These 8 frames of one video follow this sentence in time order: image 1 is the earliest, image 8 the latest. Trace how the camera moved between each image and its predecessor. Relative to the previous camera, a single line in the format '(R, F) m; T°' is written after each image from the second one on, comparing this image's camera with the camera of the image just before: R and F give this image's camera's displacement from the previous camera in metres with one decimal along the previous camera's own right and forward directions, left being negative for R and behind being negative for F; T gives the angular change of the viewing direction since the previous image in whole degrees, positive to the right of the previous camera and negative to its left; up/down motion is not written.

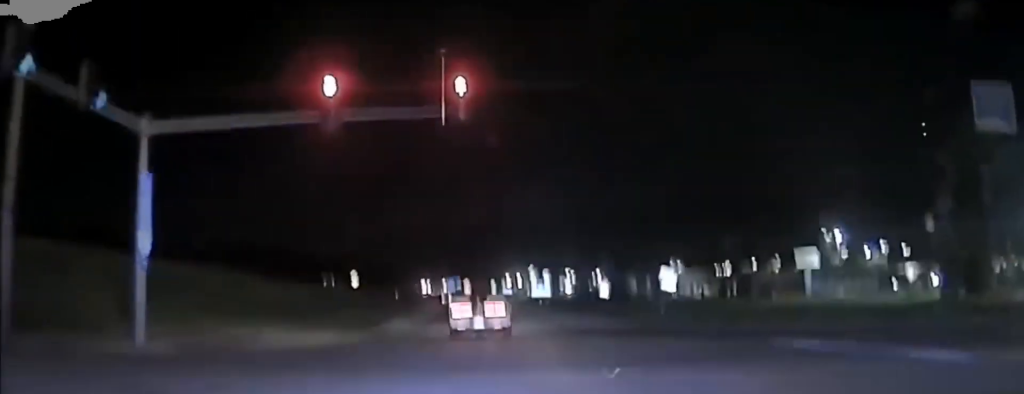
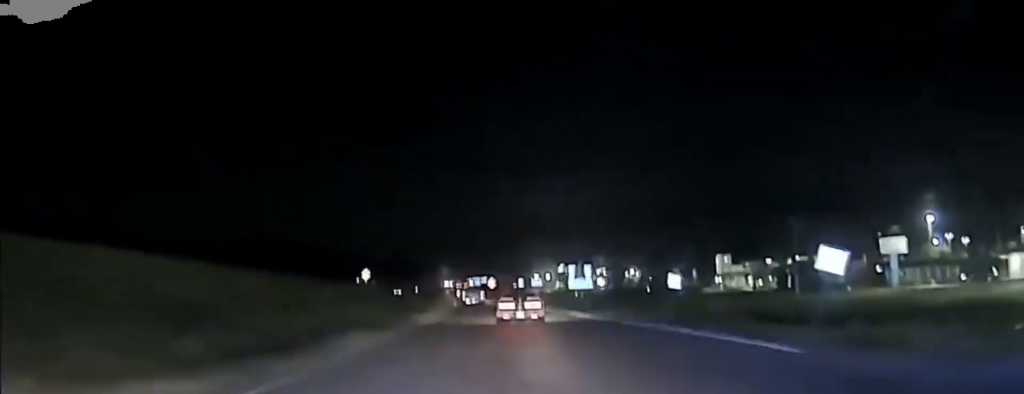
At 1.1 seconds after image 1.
(0.0, +18.9) m; -1°
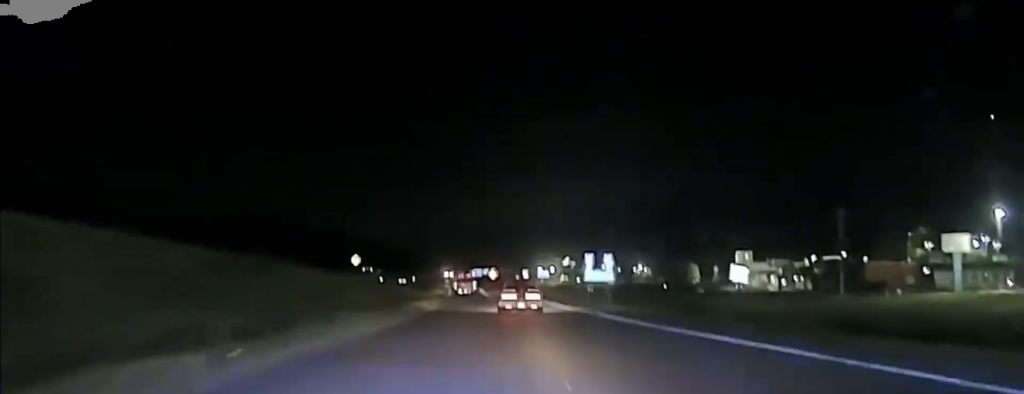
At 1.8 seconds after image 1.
(-0.1, +15.3) m; -1°
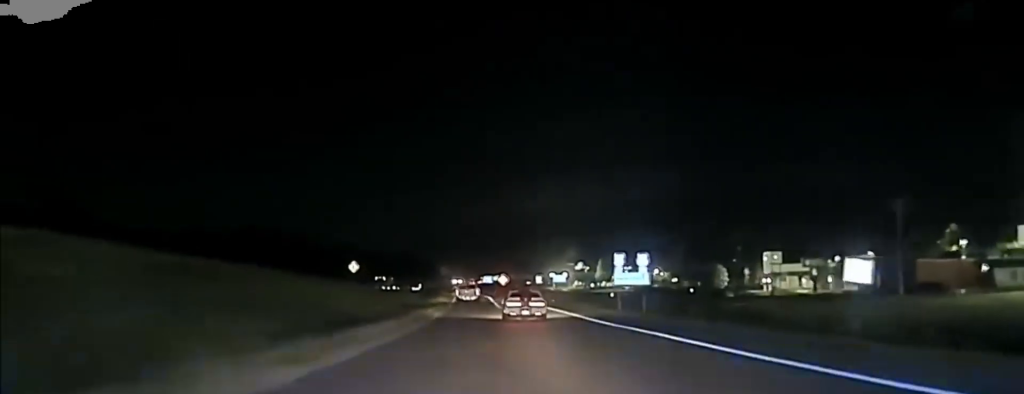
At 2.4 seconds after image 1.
(-0.2, +13.4) m; -1°
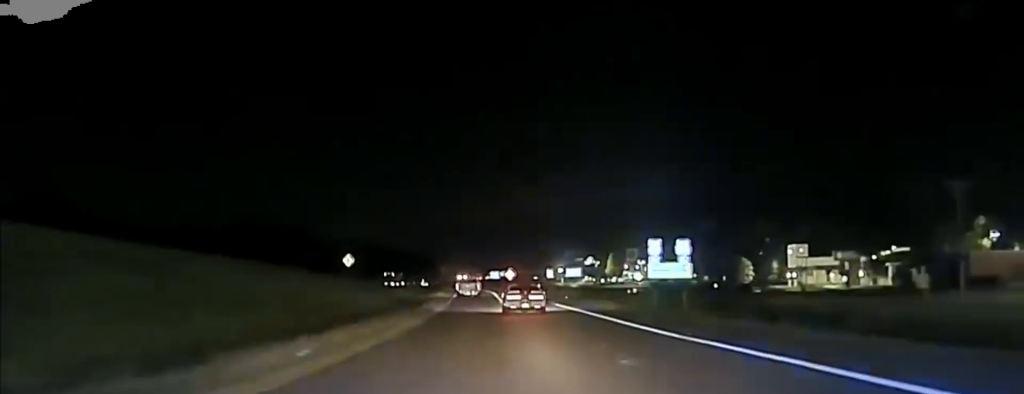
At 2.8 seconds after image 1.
(0.0, +11.0) m; 0°
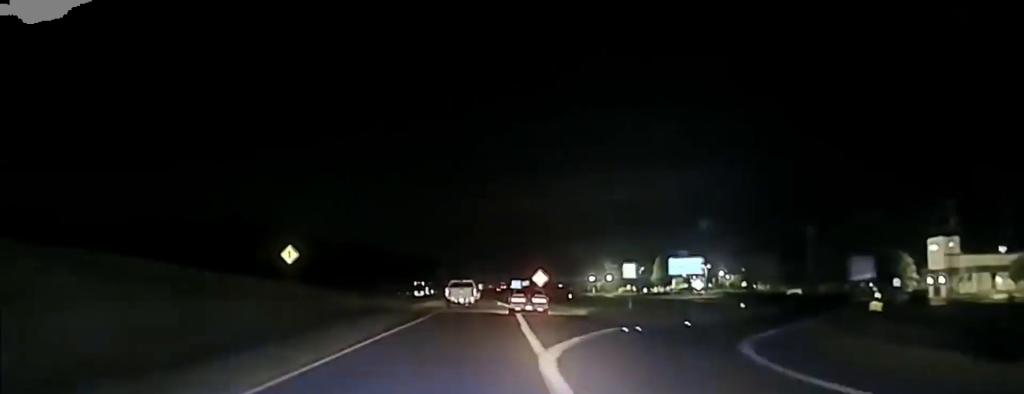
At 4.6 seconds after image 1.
(0.0, +52.3) m; -1°
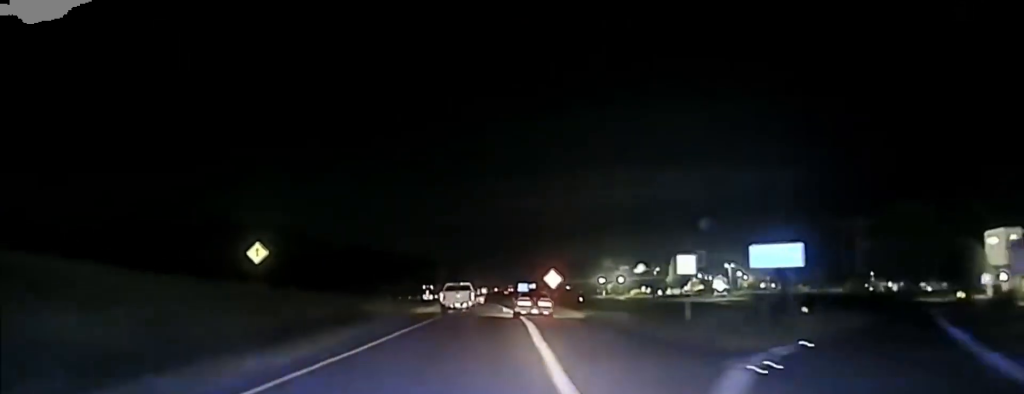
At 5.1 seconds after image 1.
(-0.2, +14.9) m; 0°
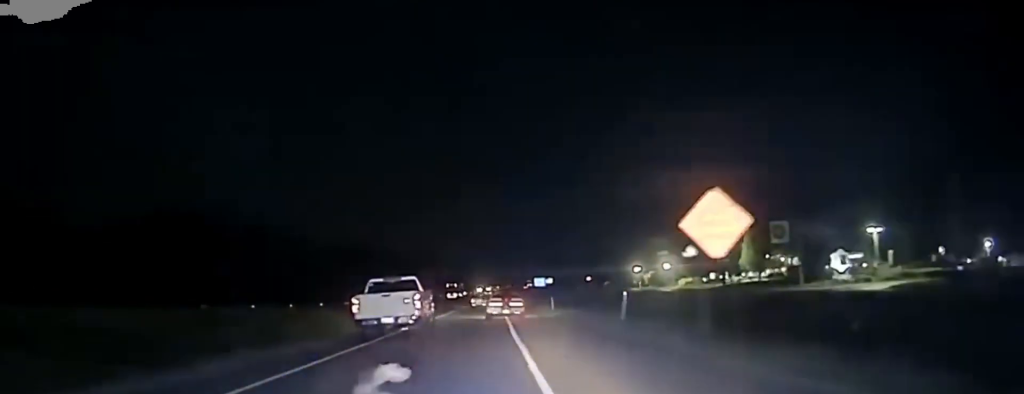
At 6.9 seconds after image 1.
(+0.3, +62.3) m; -1°
